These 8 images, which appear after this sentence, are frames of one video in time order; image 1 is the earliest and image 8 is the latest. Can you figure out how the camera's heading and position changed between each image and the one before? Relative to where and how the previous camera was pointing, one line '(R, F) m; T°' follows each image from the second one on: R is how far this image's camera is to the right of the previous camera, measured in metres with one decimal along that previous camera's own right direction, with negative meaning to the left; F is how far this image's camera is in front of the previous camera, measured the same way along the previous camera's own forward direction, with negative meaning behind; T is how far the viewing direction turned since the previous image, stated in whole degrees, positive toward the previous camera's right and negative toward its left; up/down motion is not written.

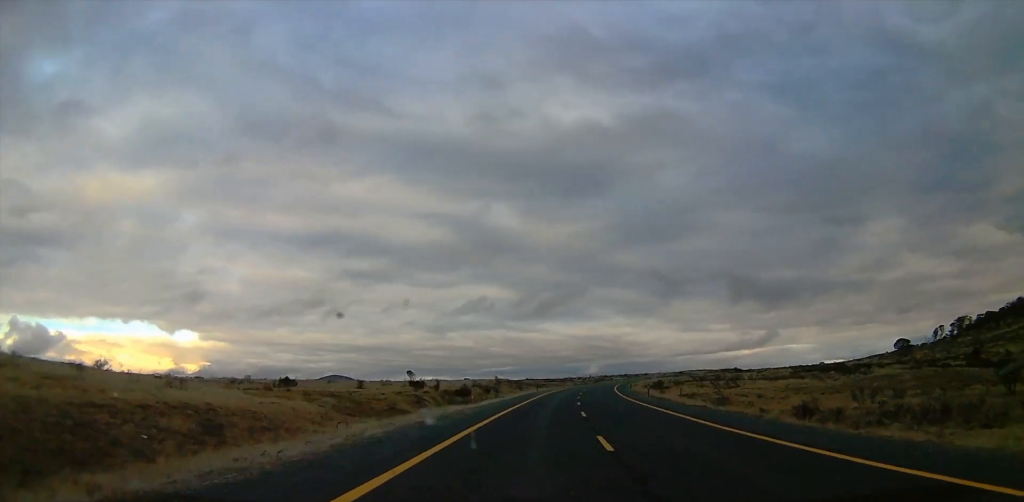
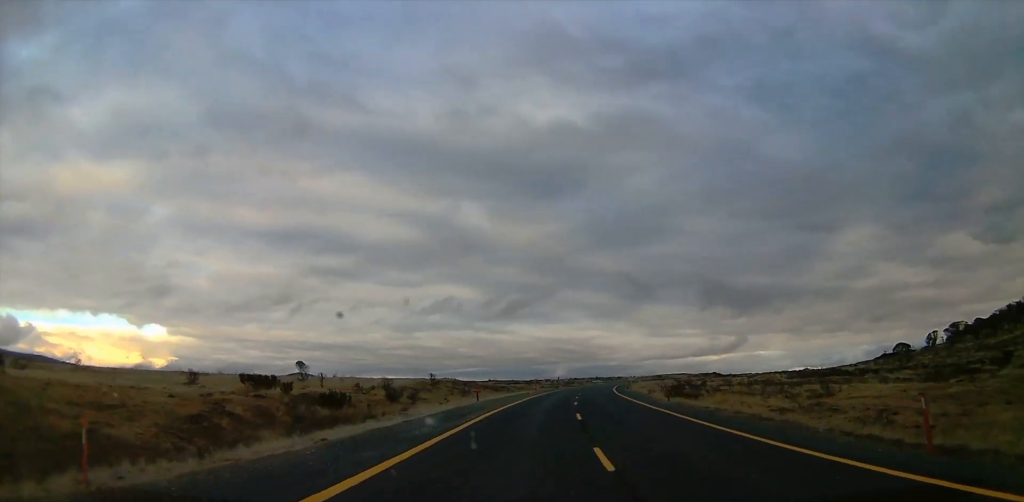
(+1.0, +38.6) m; +4°
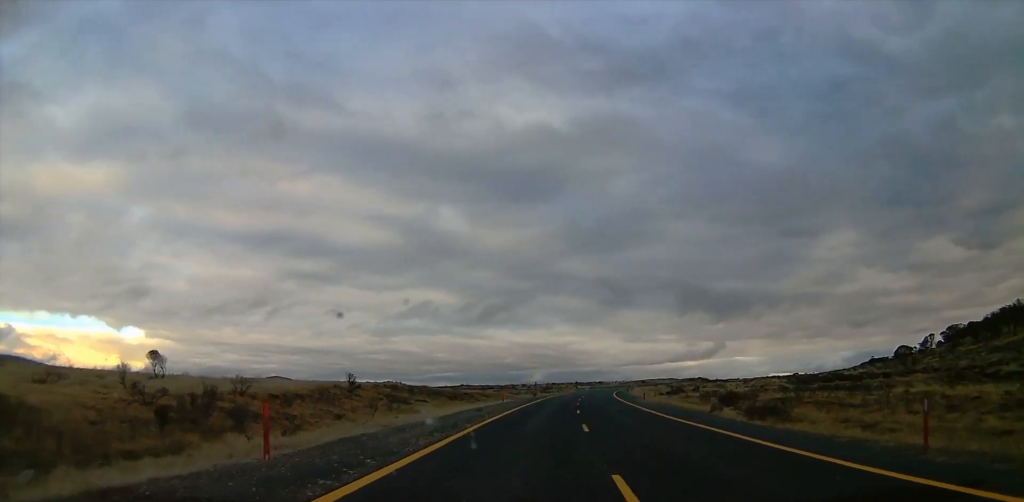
(+0.9, +27.1) m; +7°
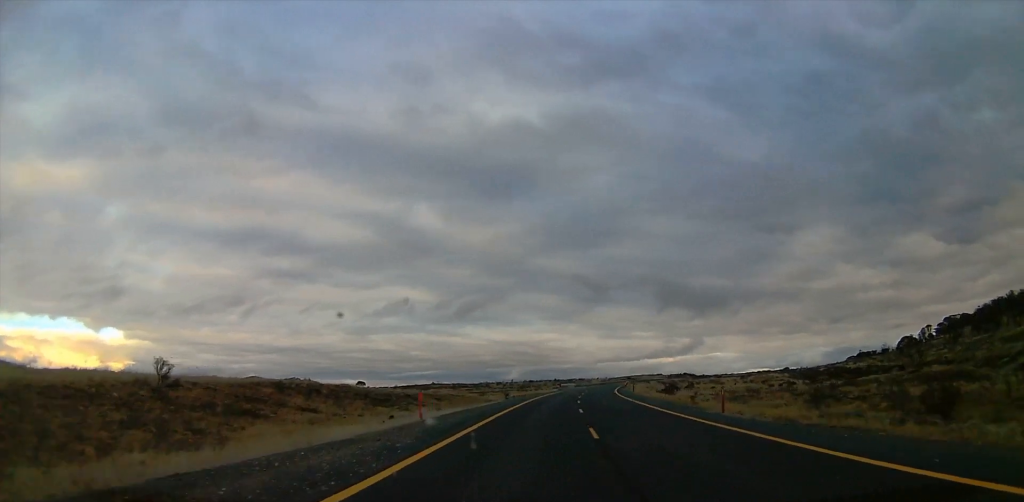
(+2.5, +26.6) m; +6°
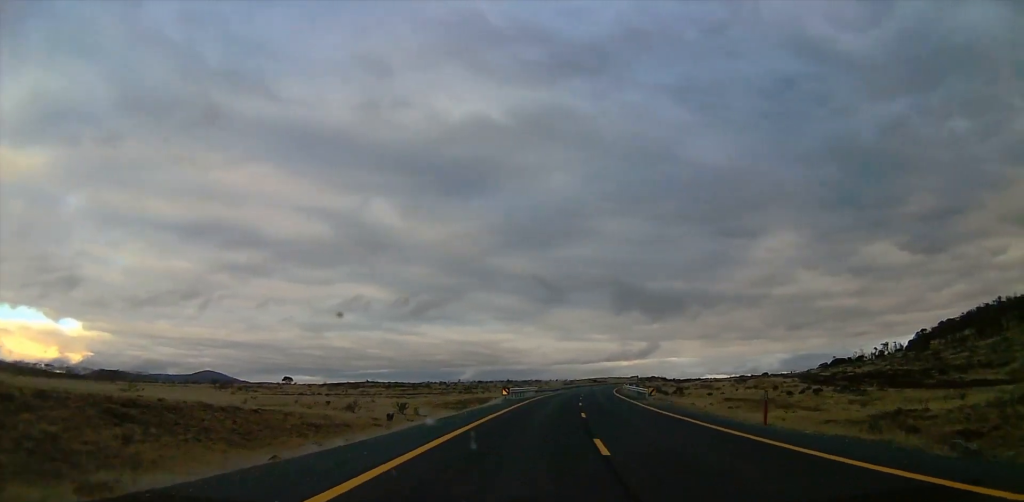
(+1.9, +48.4) m; +2°
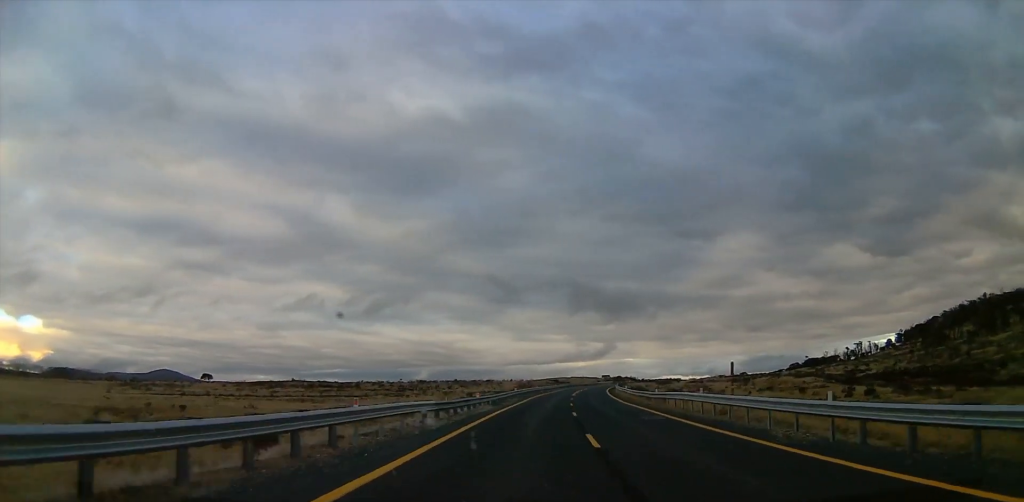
(0.0, +44.1) m; 0°
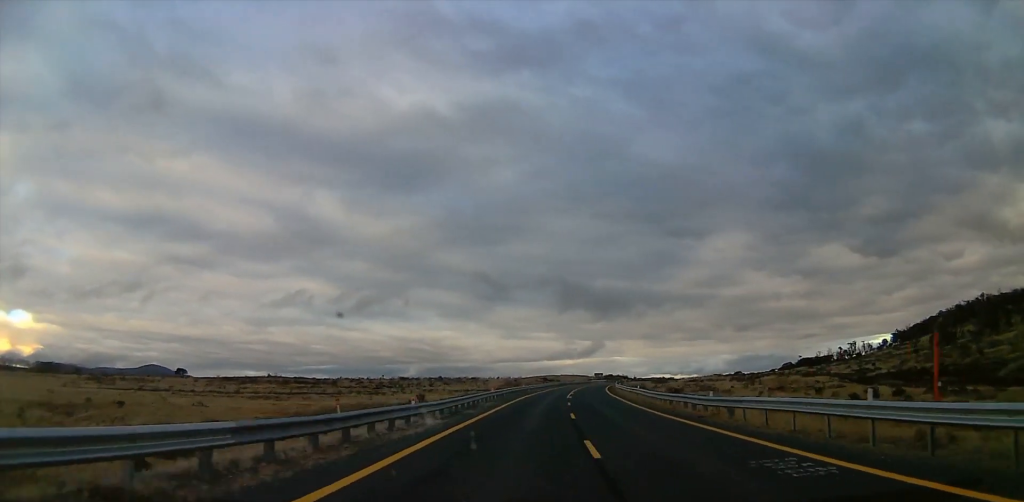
(0.0, +14.2) m; 0°
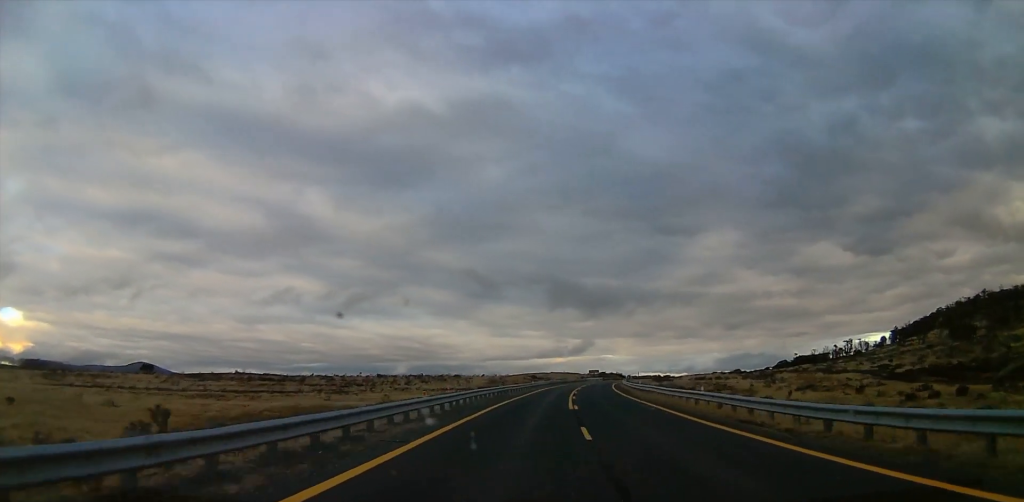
(0.0, +21.1) m; 0°
